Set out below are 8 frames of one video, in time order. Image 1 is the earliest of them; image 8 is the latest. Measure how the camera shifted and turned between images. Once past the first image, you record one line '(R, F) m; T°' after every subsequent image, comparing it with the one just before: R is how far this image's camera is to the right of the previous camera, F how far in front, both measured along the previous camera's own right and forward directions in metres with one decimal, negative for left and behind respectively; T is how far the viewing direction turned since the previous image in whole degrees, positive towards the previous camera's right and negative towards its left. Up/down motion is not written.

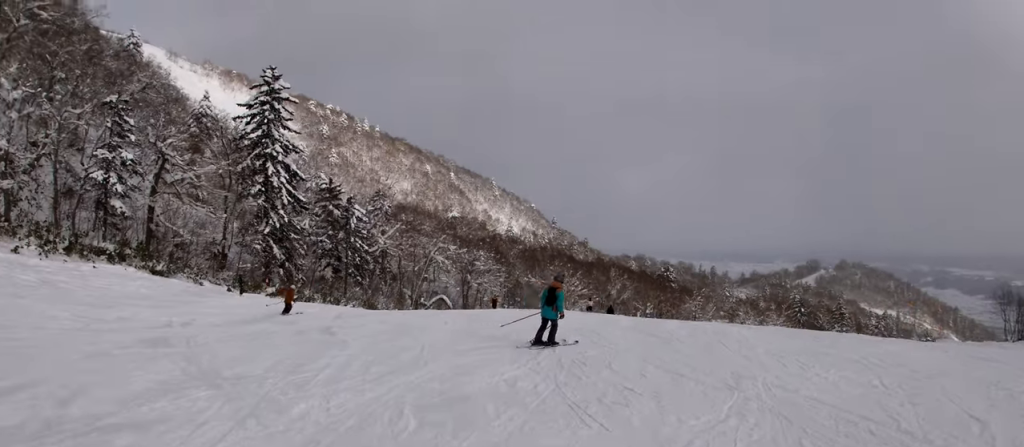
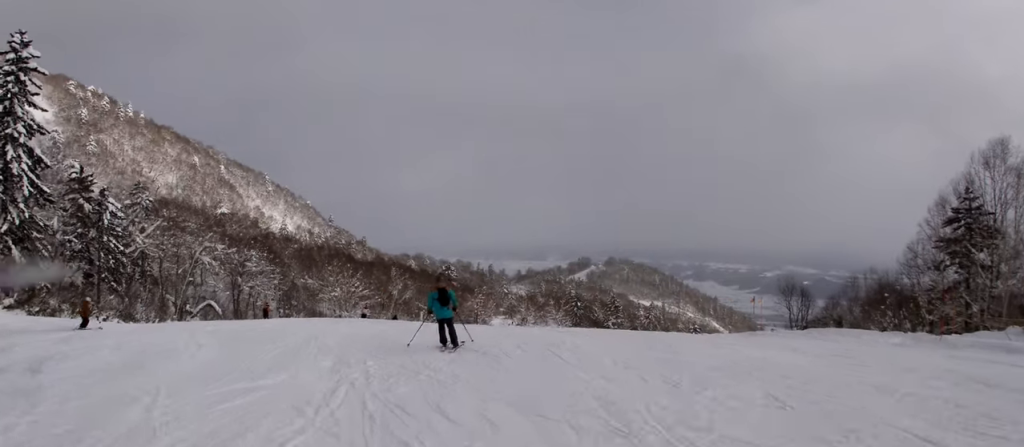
(+0.1, +2.8) m; +7°
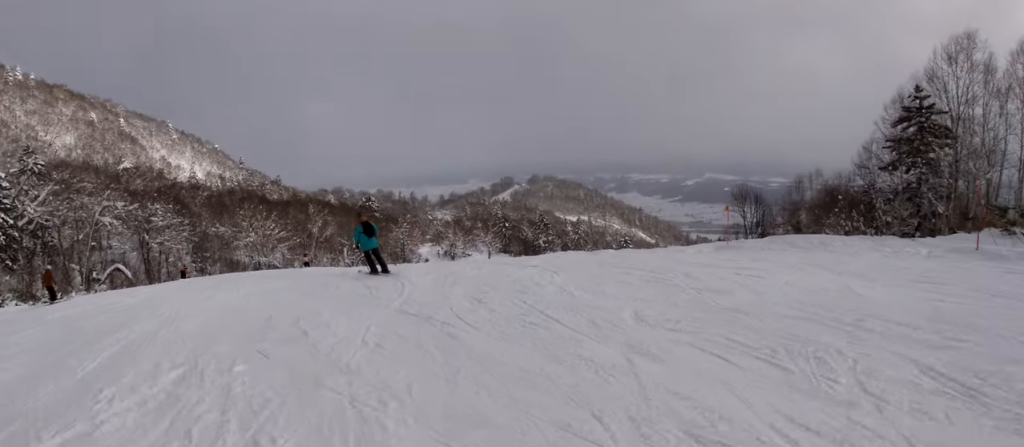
(+0.4, +4.1) m; +19°
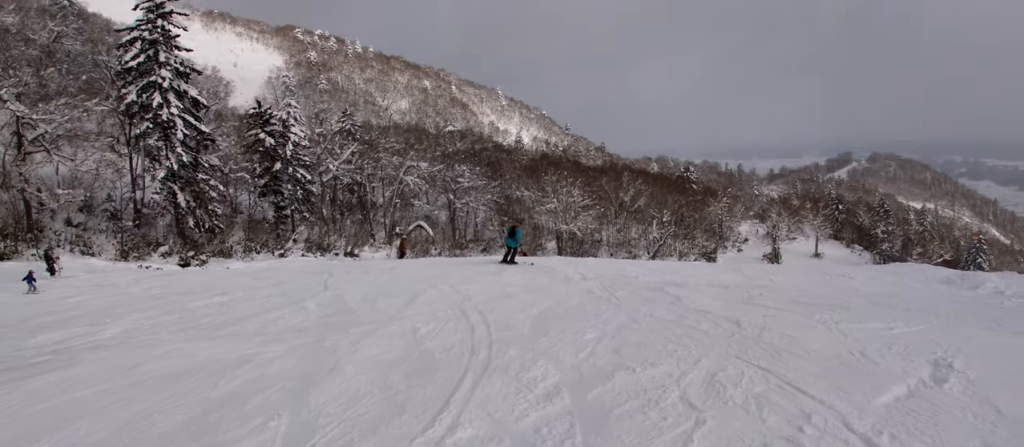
(-1.3, +7.2) m; -40°
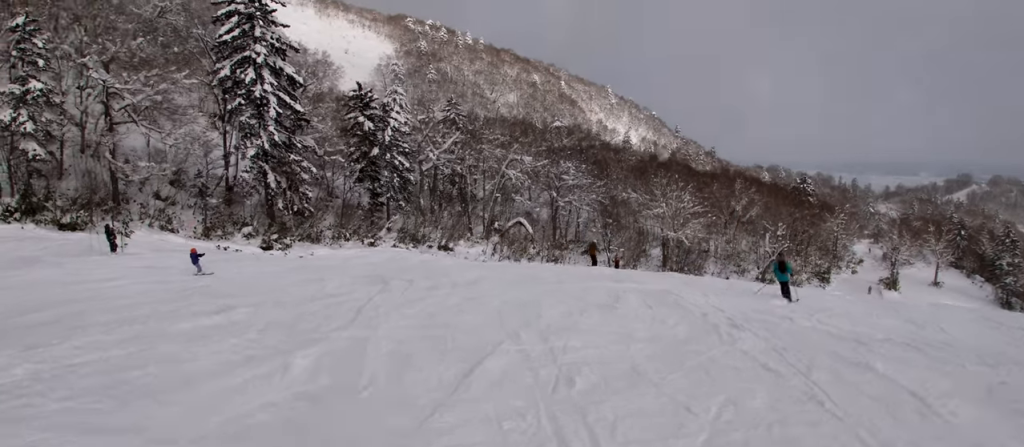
(+0.3, +4.6) m; -6°
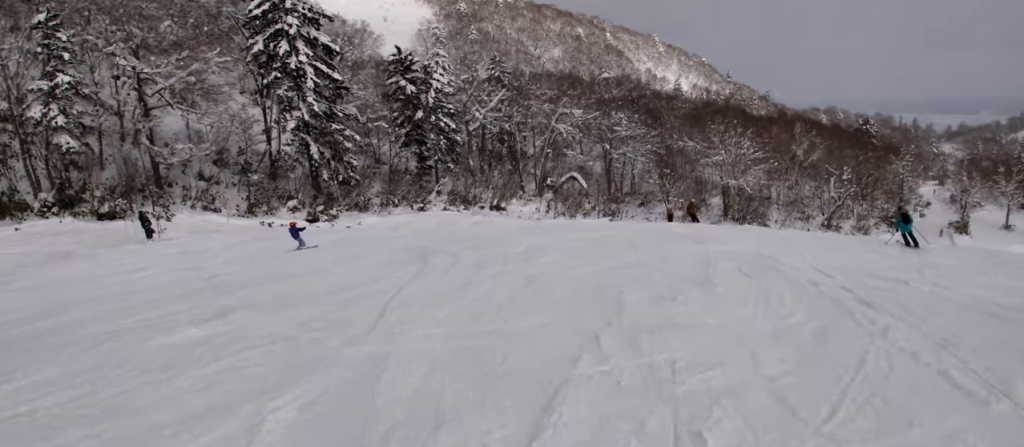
(-0.5, +2.2) m; -4°
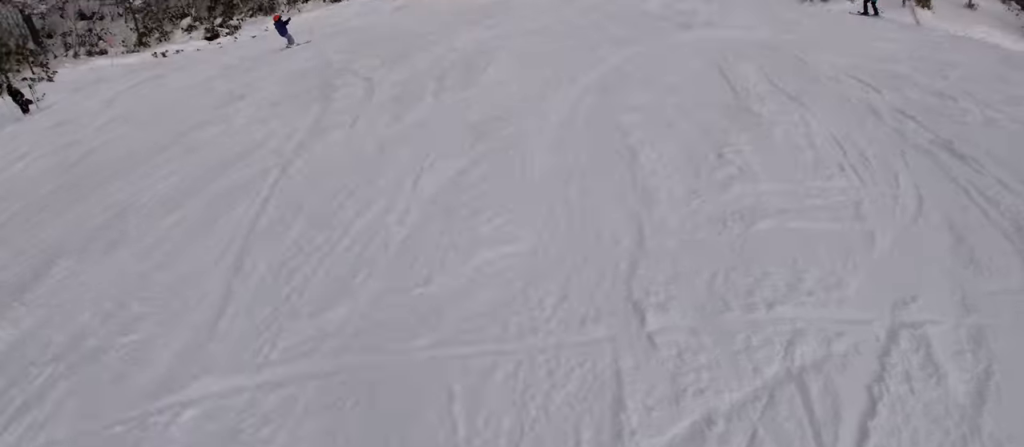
(+0.2, +3.3) m; -1°
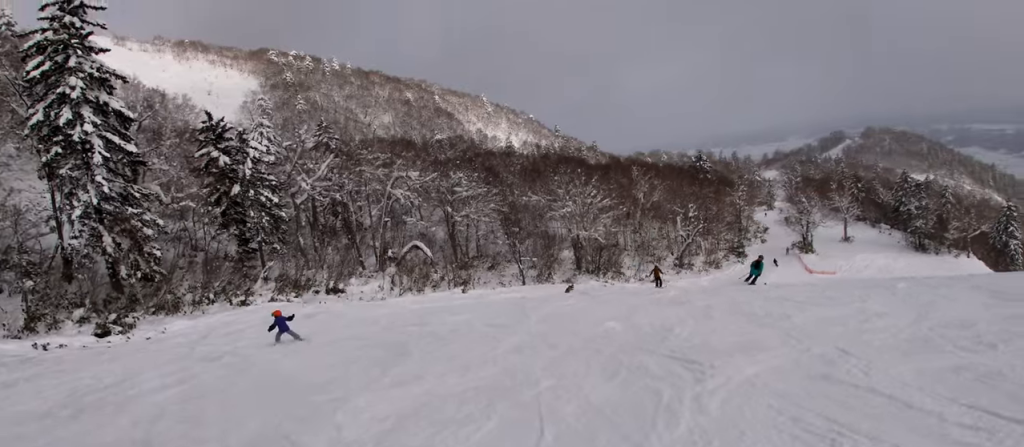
(-0.2, +5.1) m; +15°
